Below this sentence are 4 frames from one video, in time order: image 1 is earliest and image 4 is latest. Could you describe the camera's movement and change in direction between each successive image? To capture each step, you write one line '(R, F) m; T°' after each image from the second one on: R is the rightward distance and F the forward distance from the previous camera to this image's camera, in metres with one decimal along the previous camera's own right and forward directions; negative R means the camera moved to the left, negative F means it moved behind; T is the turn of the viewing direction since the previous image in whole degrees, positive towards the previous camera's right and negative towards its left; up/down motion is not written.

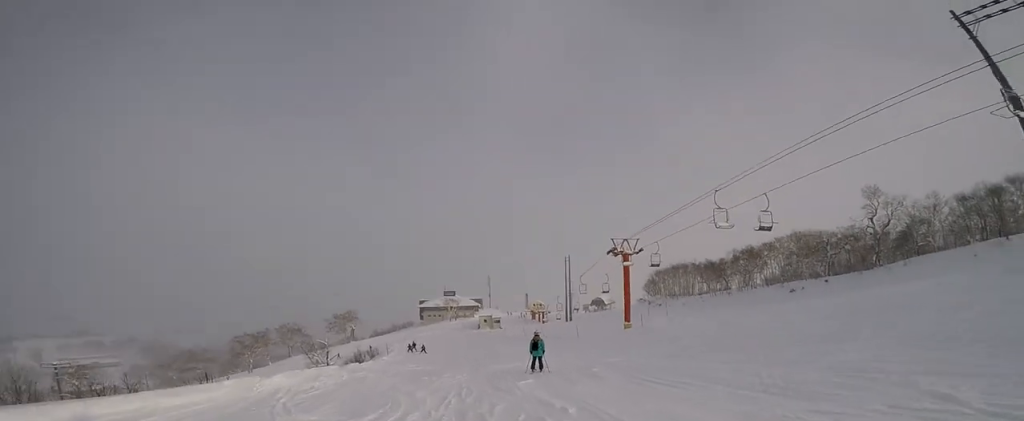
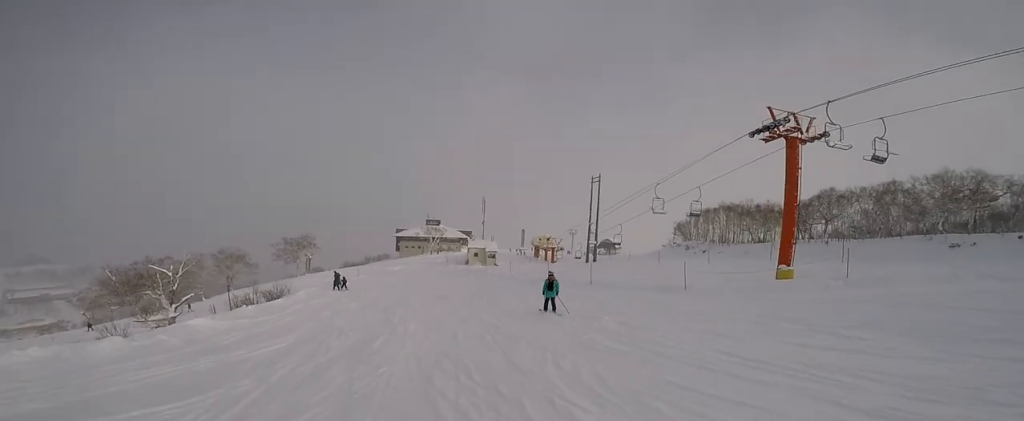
(-3.1, +24.4) m; 0°
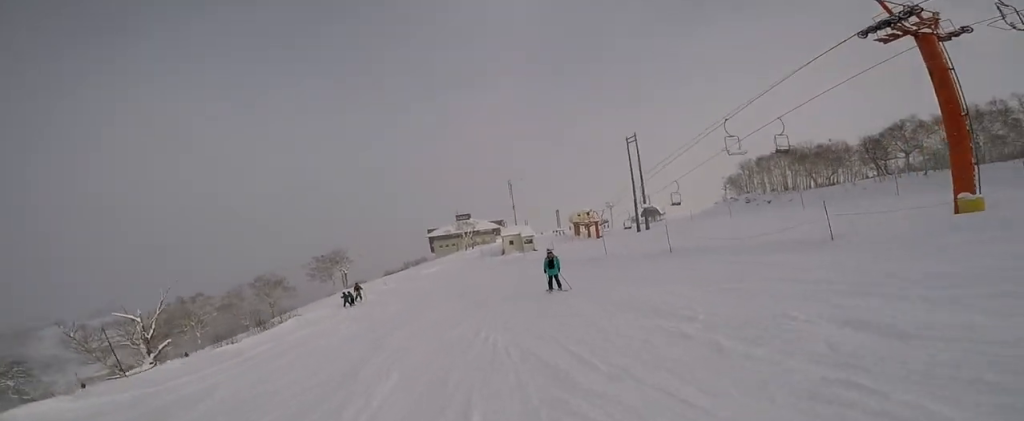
(-0.1, +7.1) m; -8°
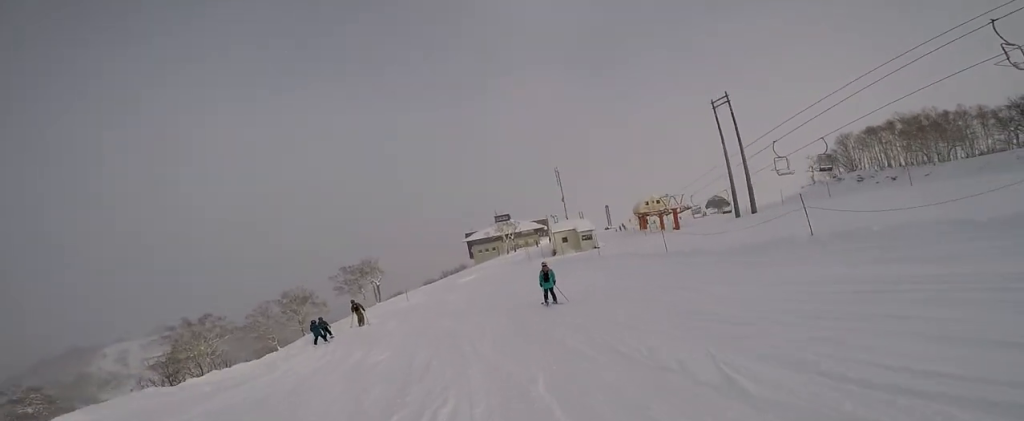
(-1.5, +12.9) m; -8°
